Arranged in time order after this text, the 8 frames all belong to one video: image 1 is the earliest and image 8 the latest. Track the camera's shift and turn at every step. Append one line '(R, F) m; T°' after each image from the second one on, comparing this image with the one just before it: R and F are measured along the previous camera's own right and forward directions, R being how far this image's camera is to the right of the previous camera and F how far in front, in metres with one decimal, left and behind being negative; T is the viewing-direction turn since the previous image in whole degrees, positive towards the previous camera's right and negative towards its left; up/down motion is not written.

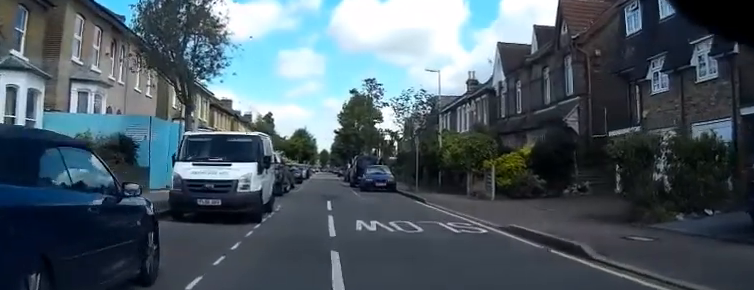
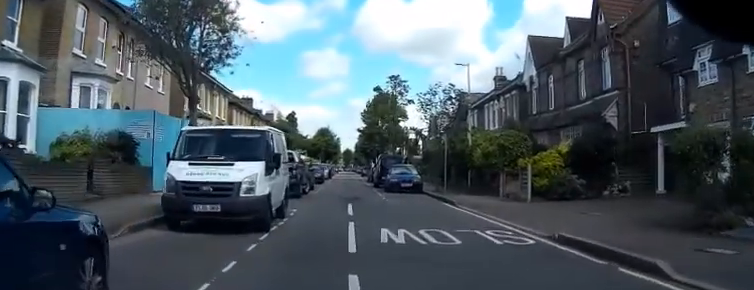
(0.0, +1.3) m; -1°
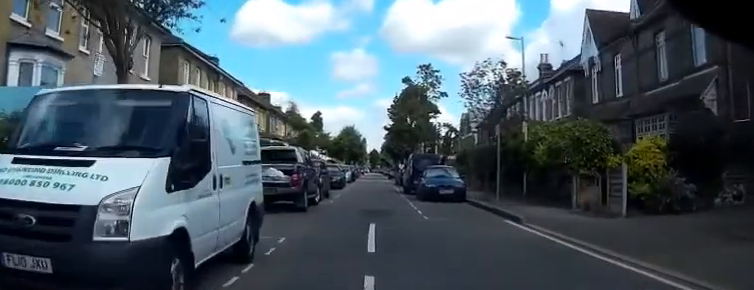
(-0.2, +4.4) m; -5°
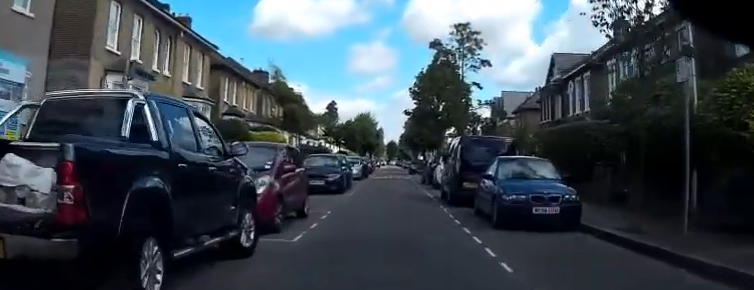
(+0.1, +9.6) m; 0°
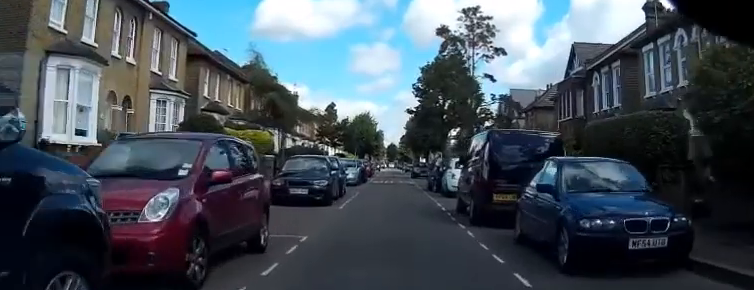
(-0.1, +4.2) m; -3°
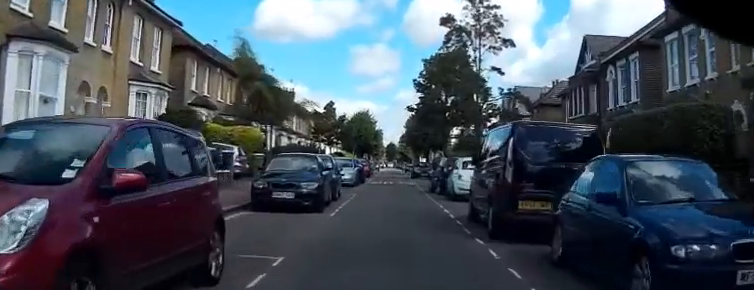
(0.0, +2.3) m; -1°
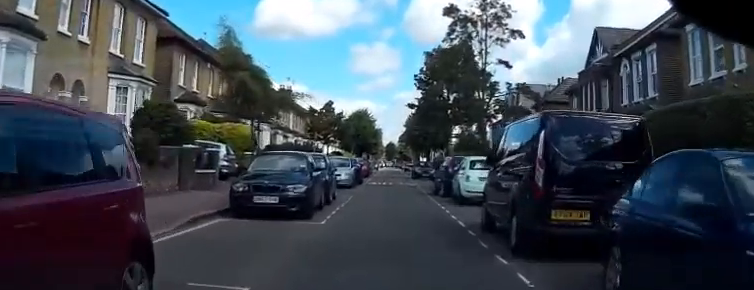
(0.0, +1.9) m; 0°
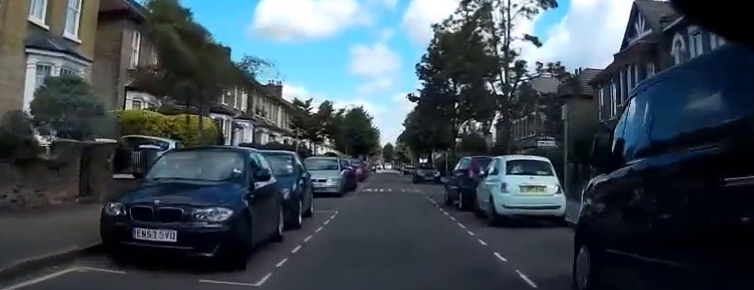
(+0.1, +6.0) m; +1°
